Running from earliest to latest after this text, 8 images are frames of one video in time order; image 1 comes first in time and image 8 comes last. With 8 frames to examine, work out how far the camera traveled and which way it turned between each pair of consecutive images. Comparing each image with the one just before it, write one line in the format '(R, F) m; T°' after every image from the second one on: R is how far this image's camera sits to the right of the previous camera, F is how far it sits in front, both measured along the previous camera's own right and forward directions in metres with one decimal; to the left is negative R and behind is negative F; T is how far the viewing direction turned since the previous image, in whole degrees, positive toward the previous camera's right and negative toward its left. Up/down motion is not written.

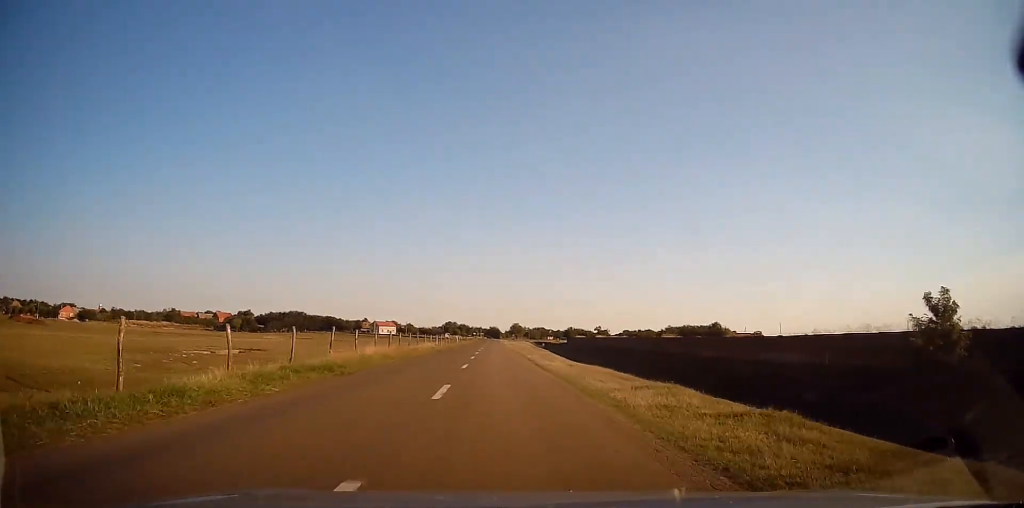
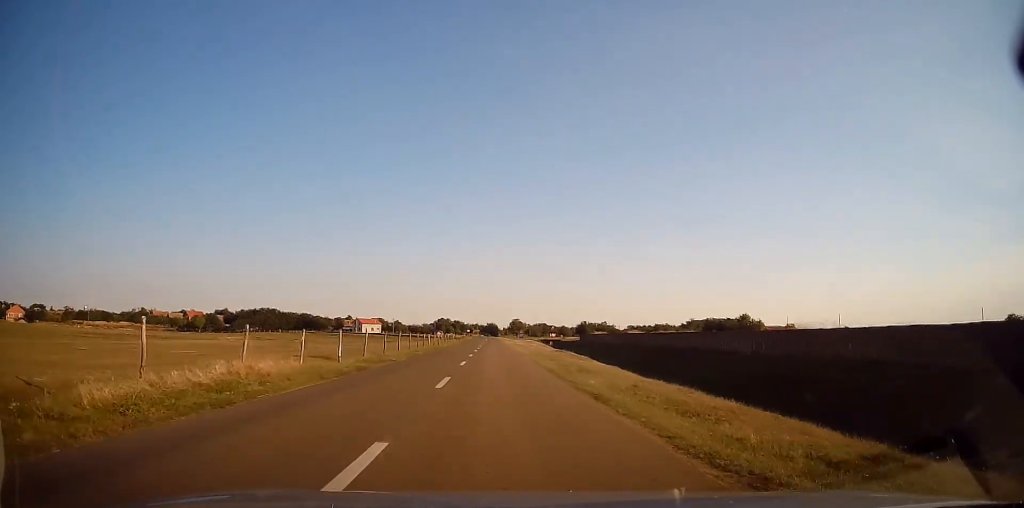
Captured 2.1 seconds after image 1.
(-0.5, +35.5) m; -1°
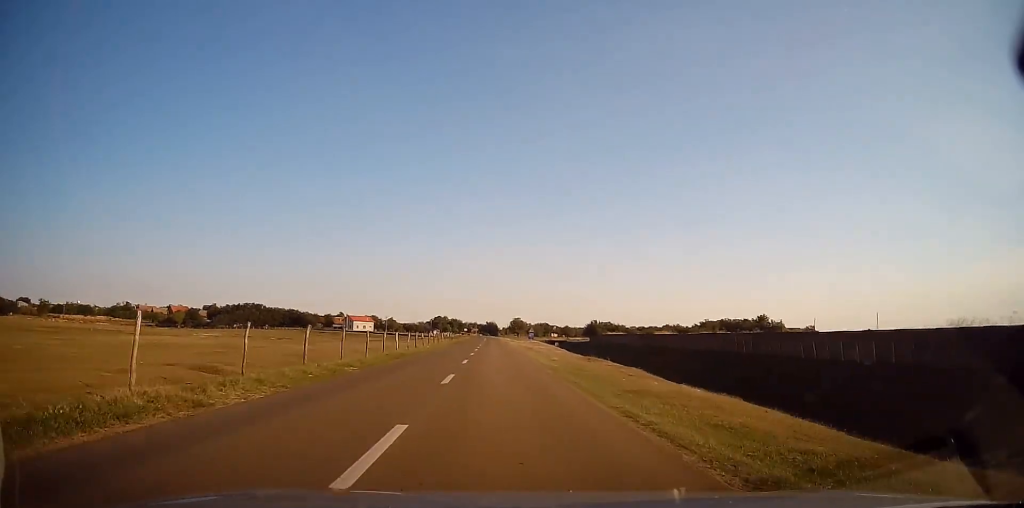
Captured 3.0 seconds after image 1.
(0.0, +17.2) m; 0°
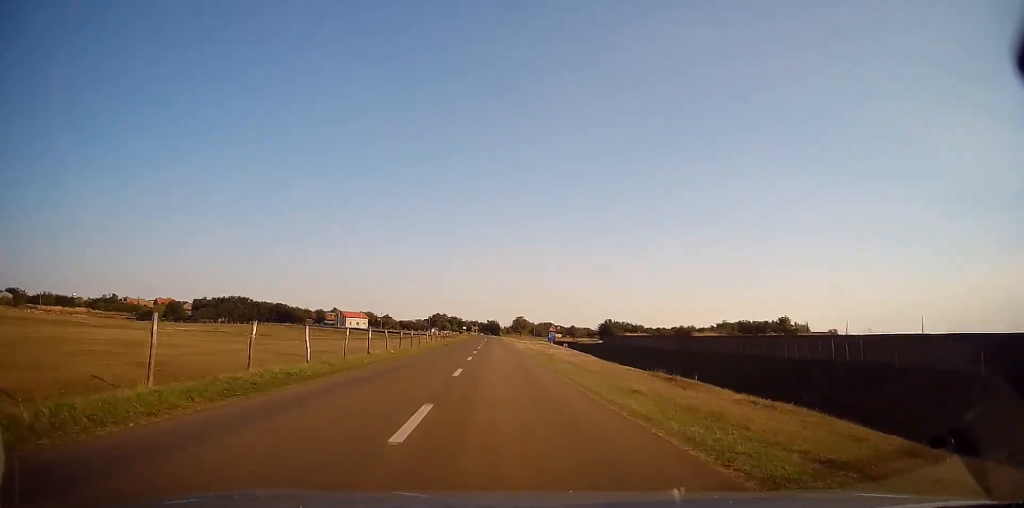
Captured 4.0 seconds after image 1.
(0.0, +16.4) m; 0°
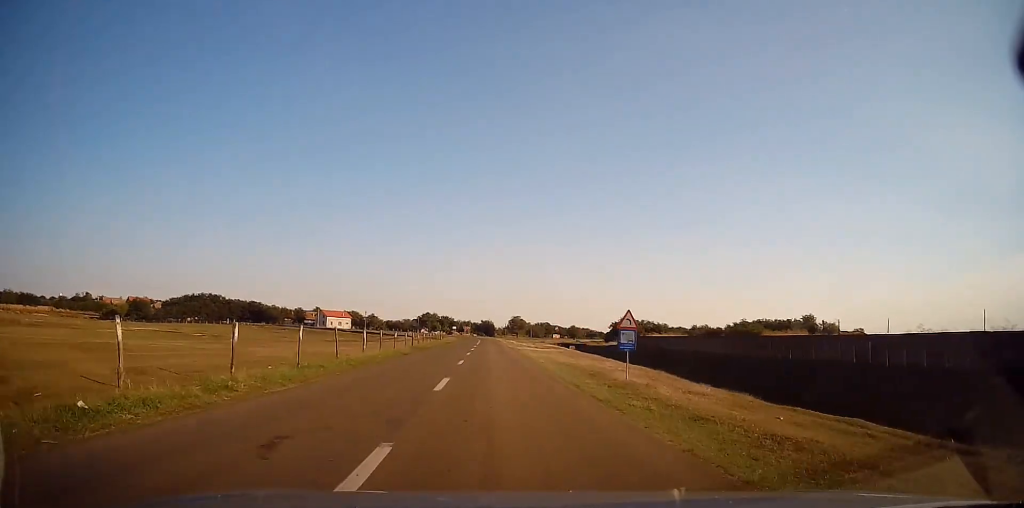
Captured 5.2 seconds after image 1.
(+0.1, +21.2) m; 0°
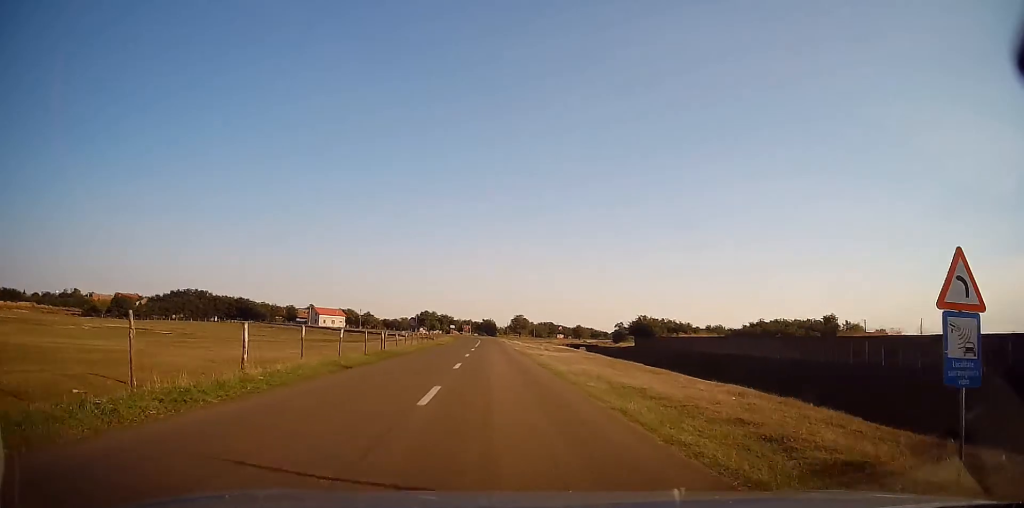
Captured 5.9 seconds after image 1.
(0.0, +12.2) m; 0°
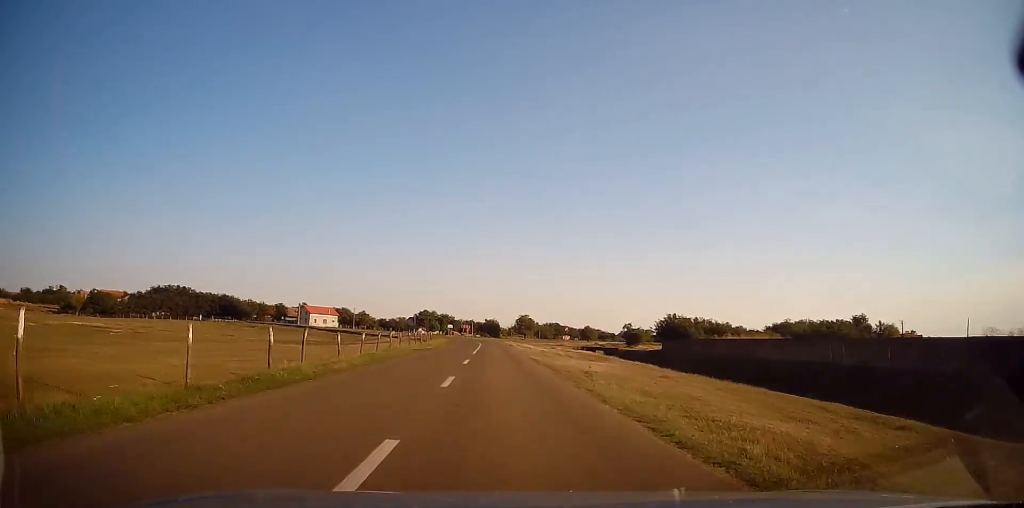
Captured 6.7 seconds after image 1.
(0.0, +14.9) m; 0°
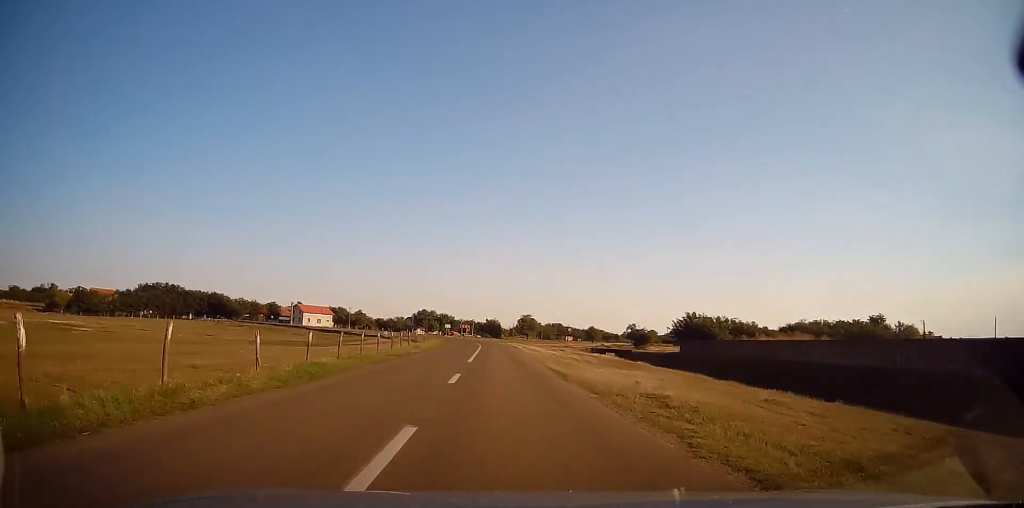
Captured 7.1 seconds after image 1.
(0.0, +8.0) m; 0°
